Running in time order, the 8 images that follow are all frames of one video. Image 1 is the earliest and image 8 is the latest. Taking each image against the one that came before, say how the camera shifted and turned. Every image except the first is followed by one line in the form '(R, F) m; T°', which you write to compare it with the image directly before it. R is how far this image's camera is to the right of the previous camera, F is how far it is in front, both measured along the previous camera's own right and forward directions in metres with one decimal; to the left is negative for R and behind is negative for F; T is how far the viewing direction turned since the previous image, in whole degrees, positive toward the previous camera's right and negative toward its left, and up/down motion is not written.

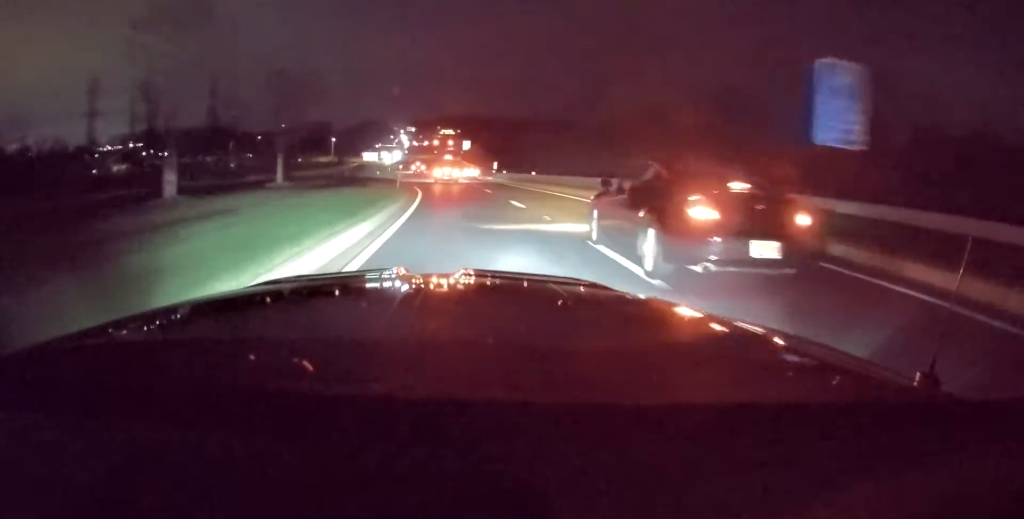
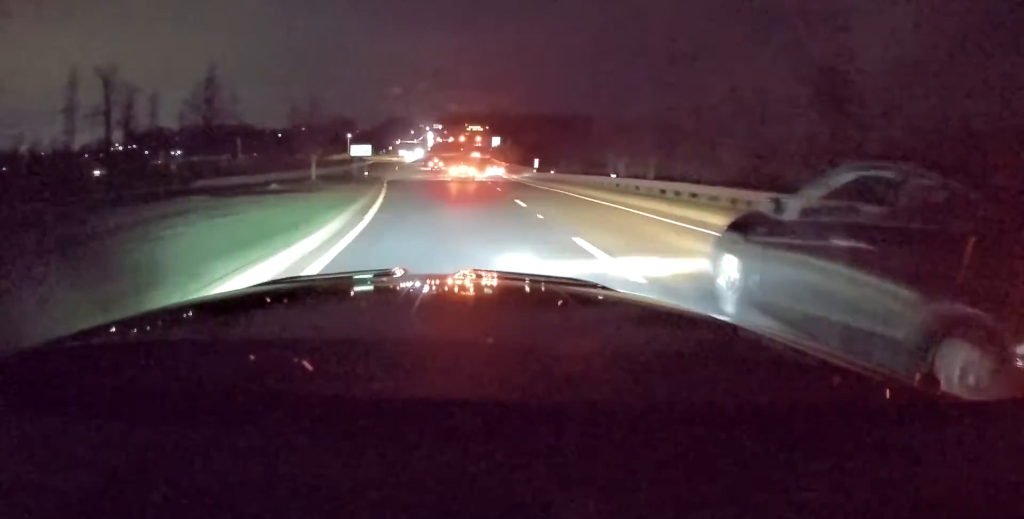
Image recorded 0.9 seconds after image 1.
(-1.2, +24.8) m; -3°
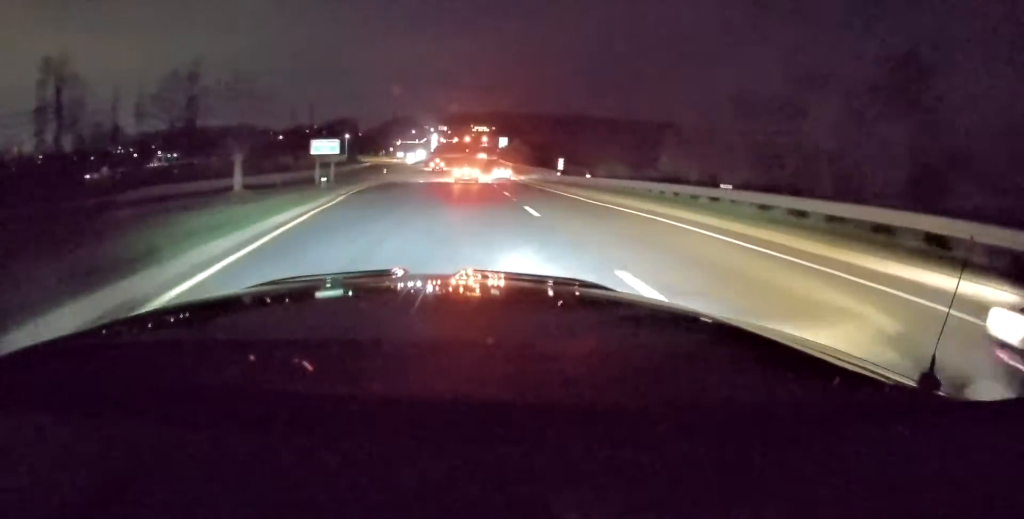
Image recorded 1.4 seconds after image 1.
(-0.2, +15.3) m; -1°
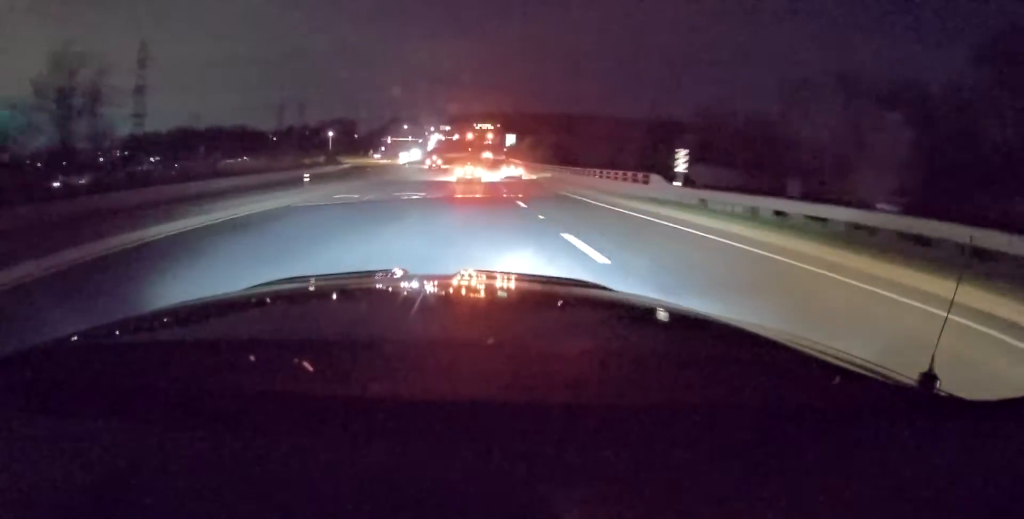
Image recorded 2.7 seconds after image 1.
(-0.6, +33.3) m; -2°
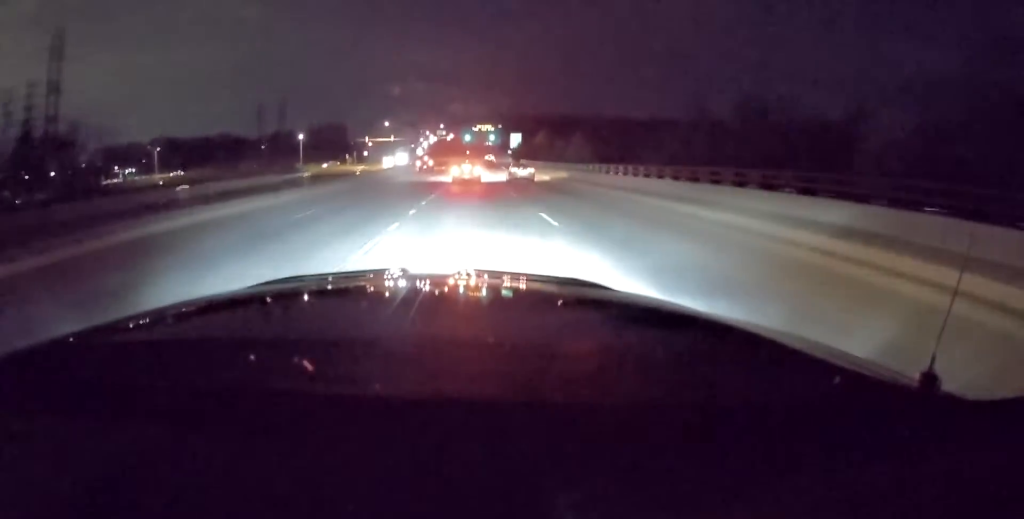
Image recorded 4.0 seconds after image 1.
(-0.4, +35.5) m; 0°
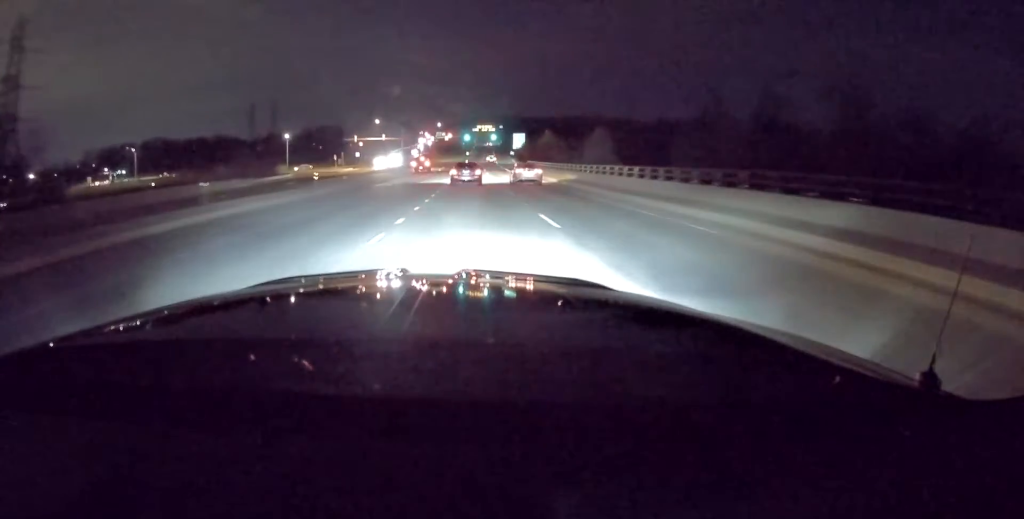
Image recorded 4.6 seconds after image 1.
(+0.2, +13.9) m; 0°
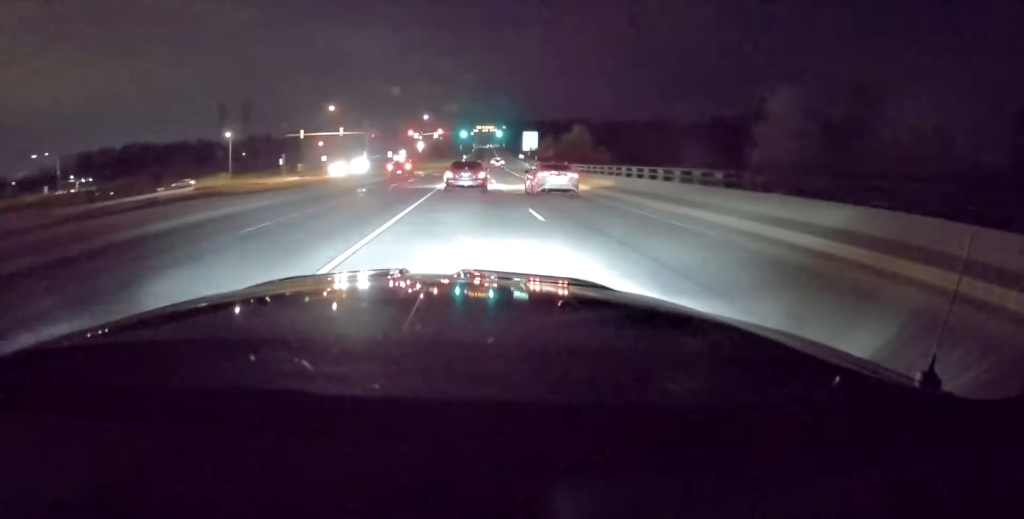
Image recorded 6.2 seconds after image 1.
(-0.1, +40.1) m; -1°
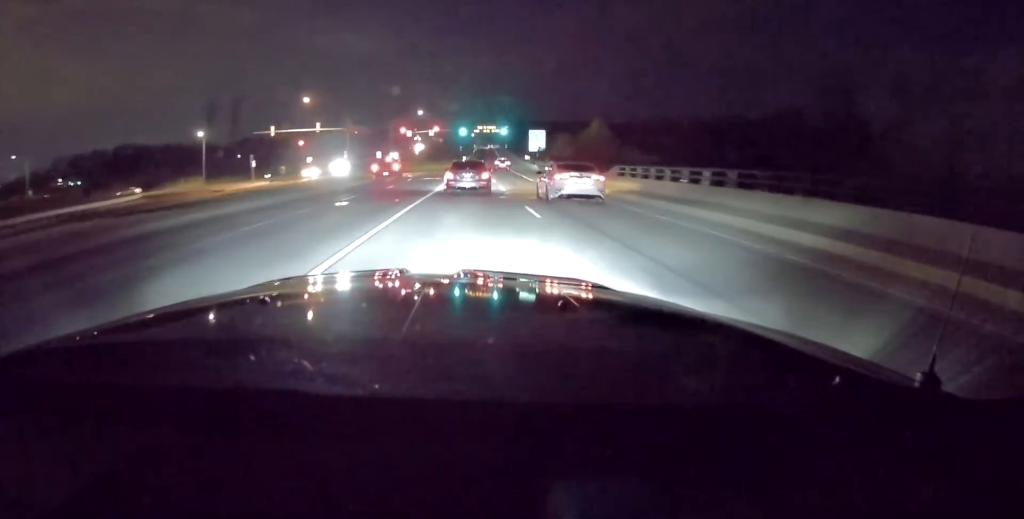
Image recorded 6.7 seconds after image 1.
(-0.2, +13.8) m; 0°
